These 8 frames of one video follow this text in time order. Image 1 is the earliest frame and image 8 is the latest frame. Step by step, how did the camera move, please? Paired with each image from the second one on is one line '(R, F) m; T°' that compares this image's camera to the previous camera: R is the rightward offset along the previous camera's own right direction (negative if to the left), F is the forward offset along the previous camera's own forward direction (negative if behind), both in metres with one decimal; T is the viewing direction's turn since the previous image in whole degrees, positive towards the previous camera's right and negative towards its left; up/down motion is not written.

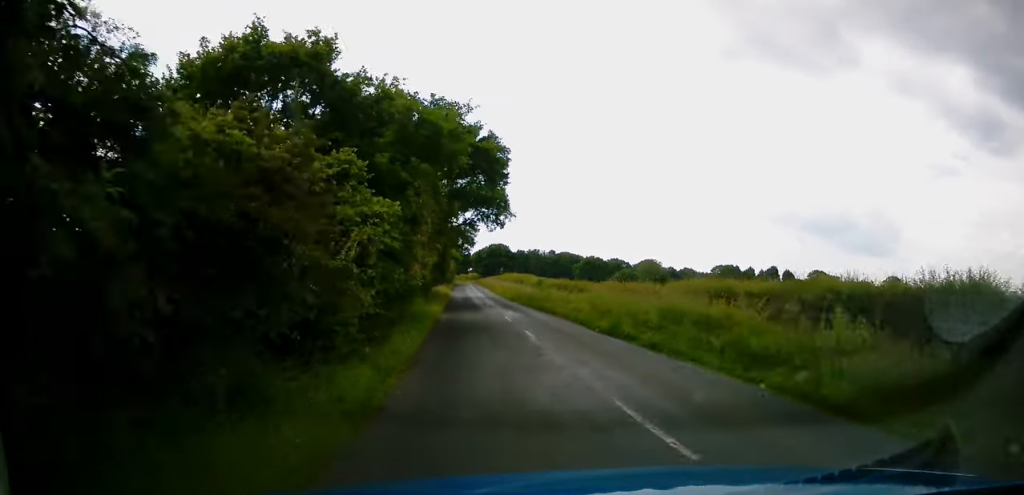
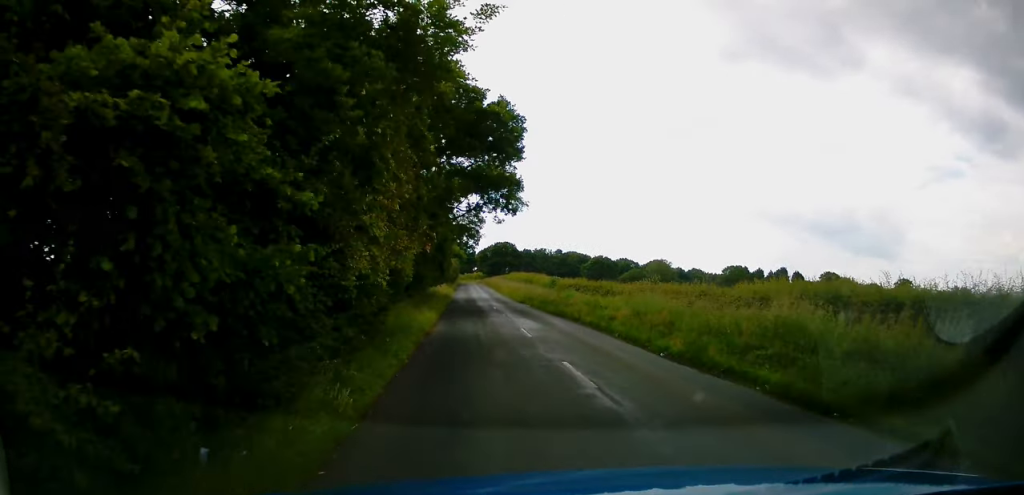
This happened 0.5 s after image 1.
(-0.3, +6.9) m; -1°
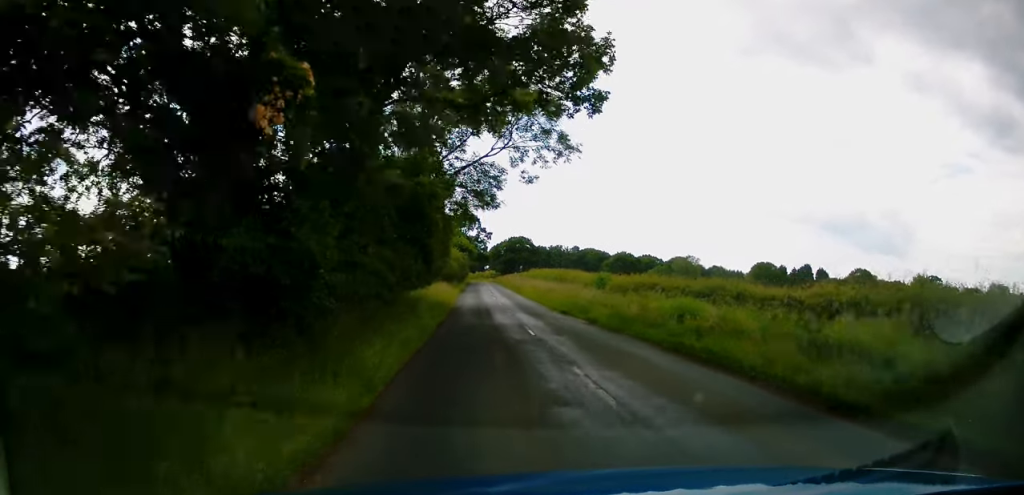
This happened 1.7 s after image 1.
(+0.1, +17.6) m; 0°
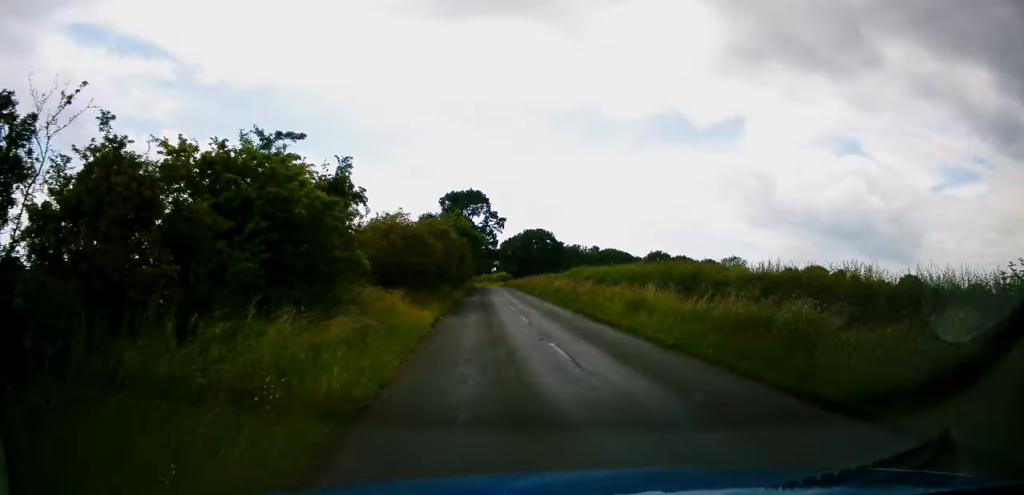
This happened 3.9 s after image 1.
(-0.7, +34.4) m; -2°
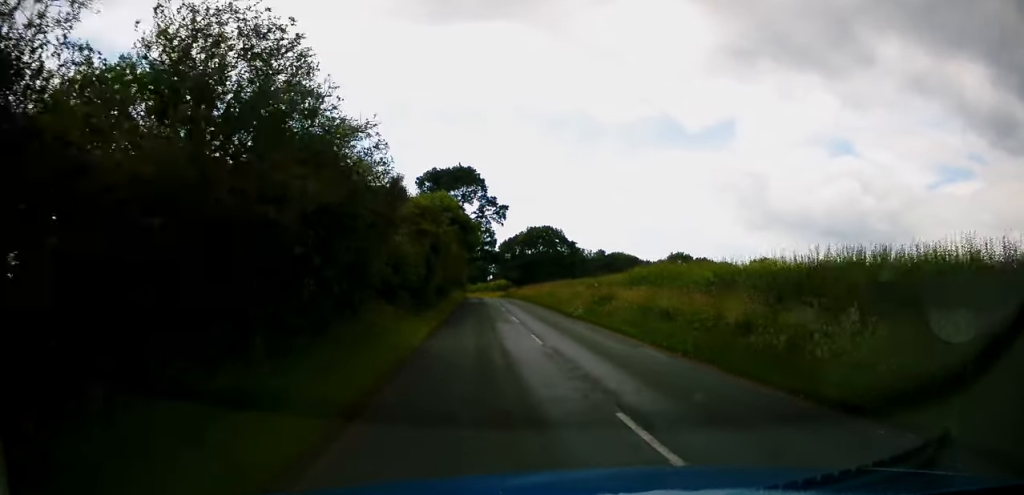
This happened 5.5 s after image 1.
(+0.3, +23.3) m; +2°
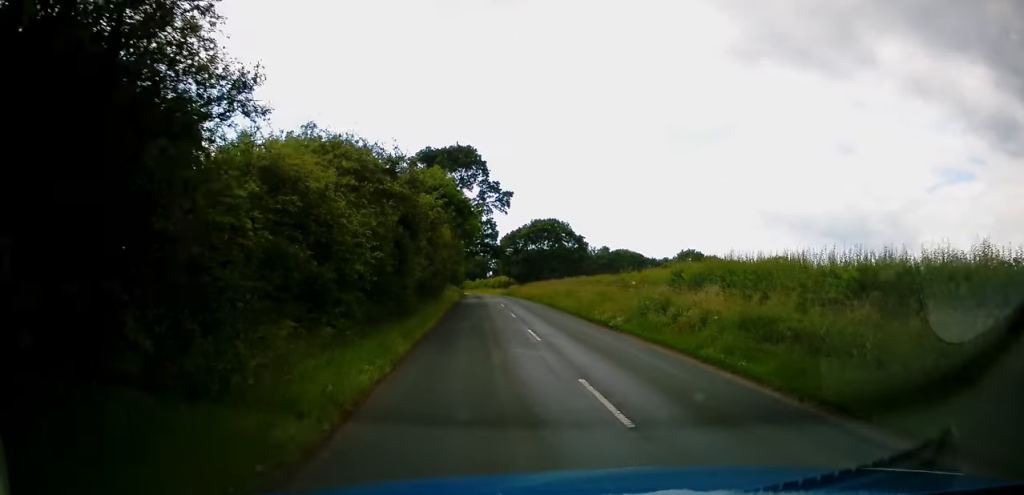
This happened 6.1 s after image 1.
(0.0, +8.1) m; 0°
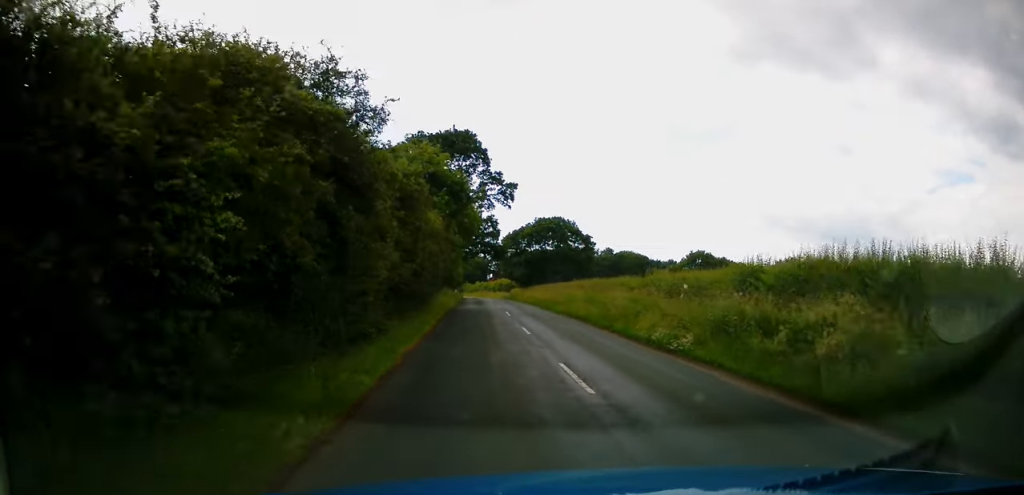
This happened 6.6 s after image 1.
(-0.1, +6.6) m; 0°
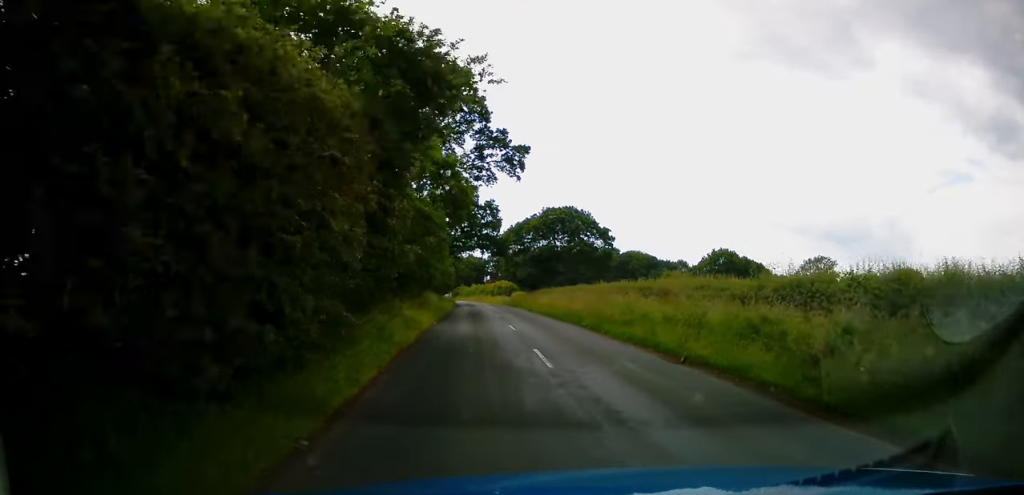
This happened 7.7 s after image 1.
(0.0, +15.3) m; 0°
